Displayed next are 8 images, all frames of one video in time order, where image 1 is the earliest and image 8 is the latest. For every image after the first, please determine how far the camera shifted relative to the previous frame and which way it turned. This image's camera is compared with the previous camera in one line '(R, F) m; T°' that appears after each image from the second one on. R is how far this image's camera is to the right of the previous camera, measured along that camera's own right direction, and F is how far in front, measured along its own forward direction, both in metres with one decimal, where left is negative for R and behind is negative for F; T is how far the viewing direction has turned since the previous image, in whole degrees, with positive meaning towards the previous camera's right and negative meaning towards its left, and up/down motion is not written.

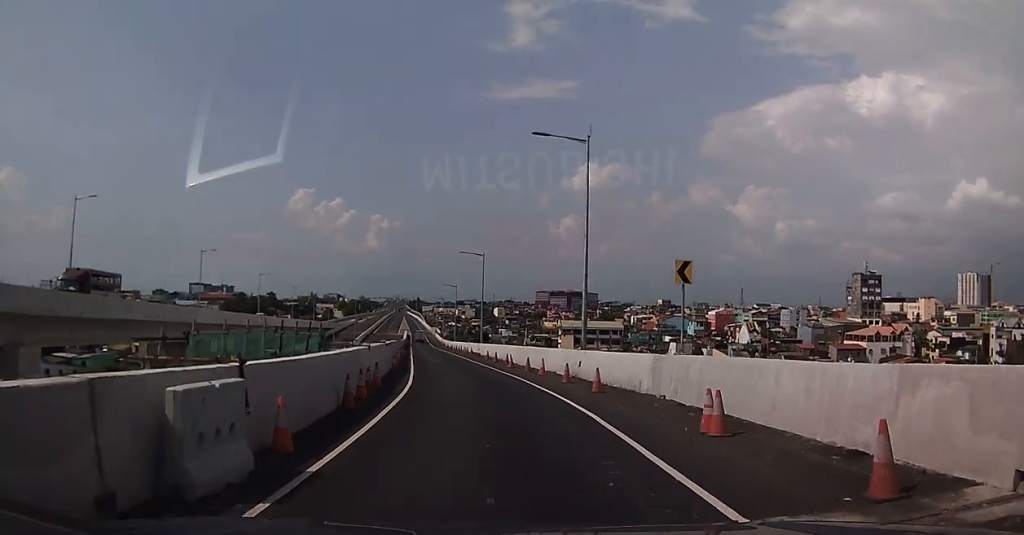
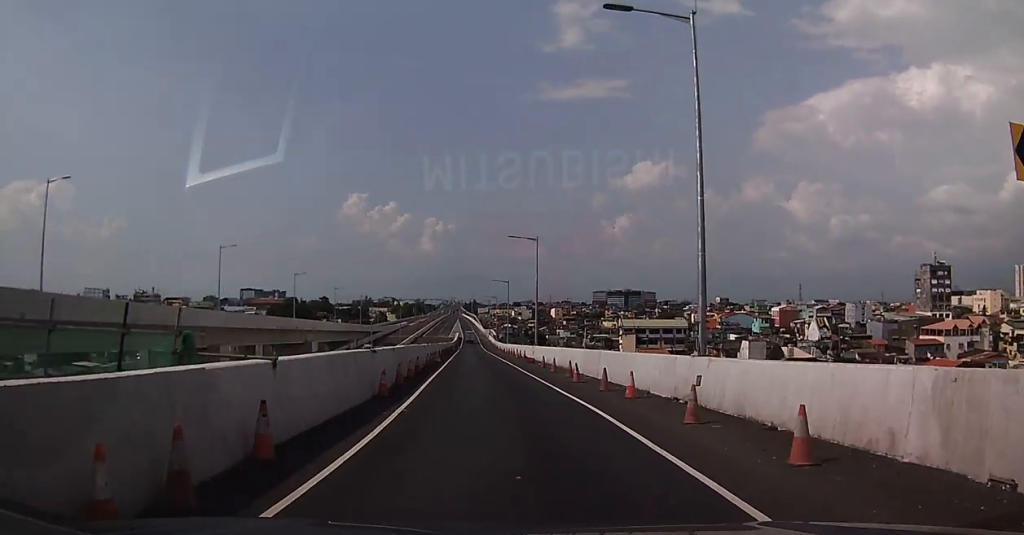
(-0.2, +11.4) m; -4°
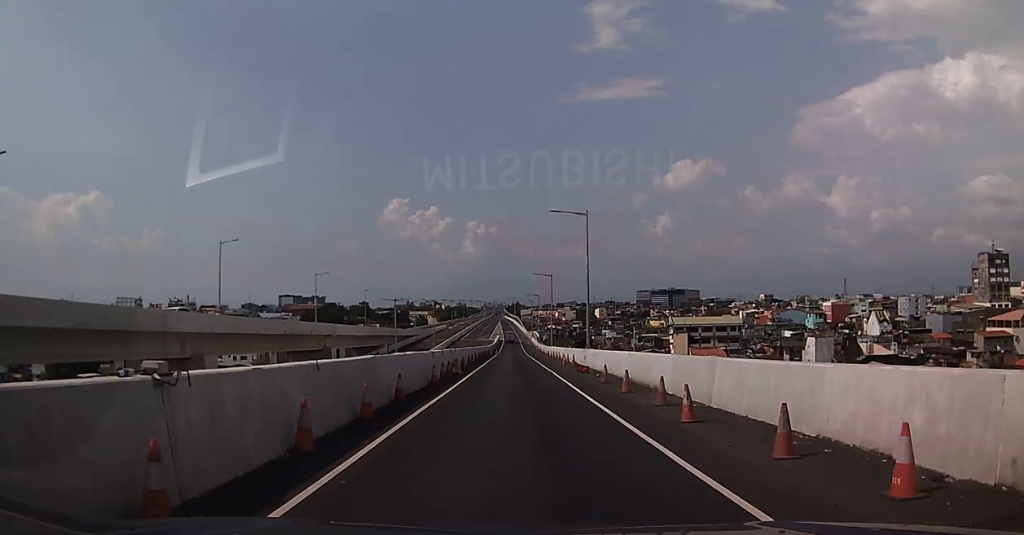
(-0.6, +11.5) m; -6°
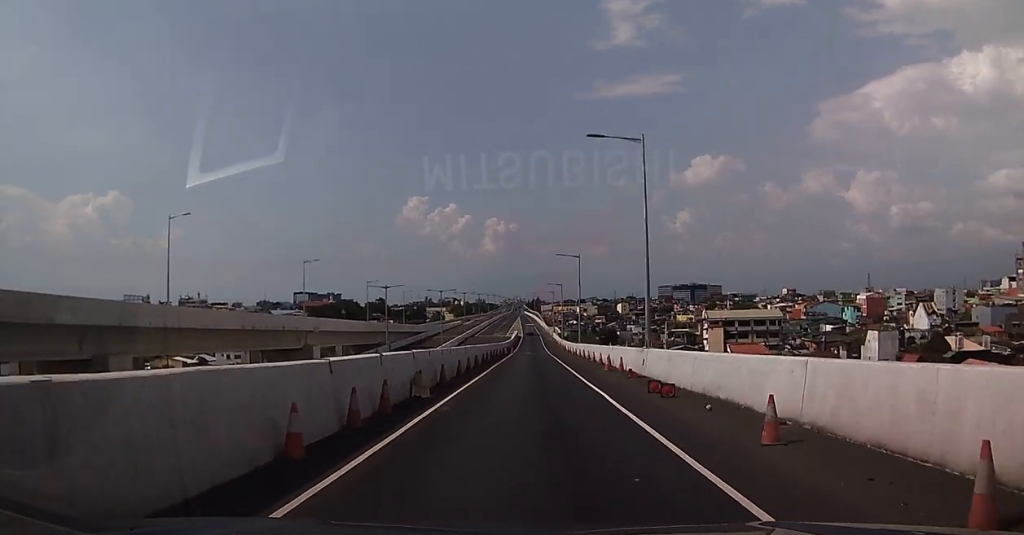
(-1.1, +15.2) m; -6°
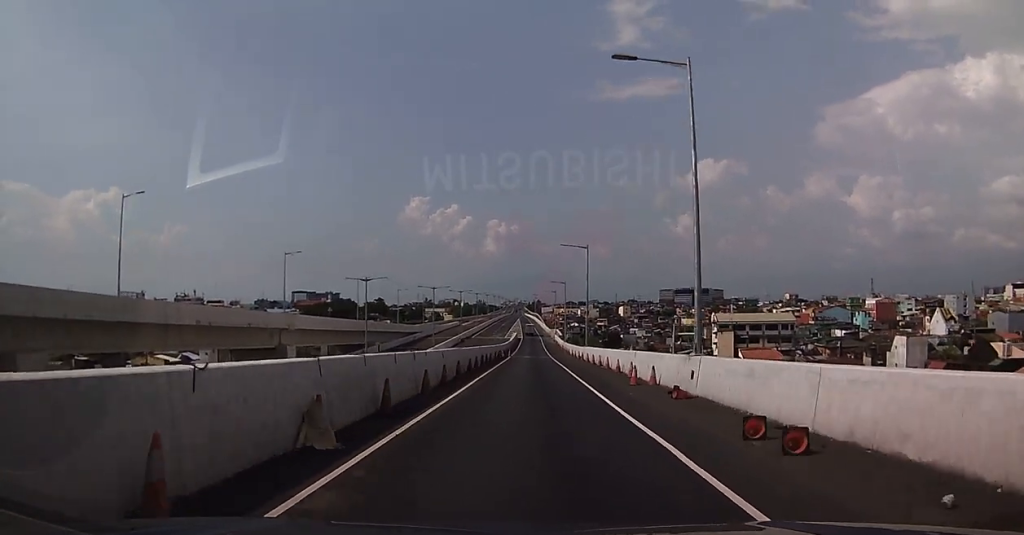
(-0.2, +8.0) m; -1°
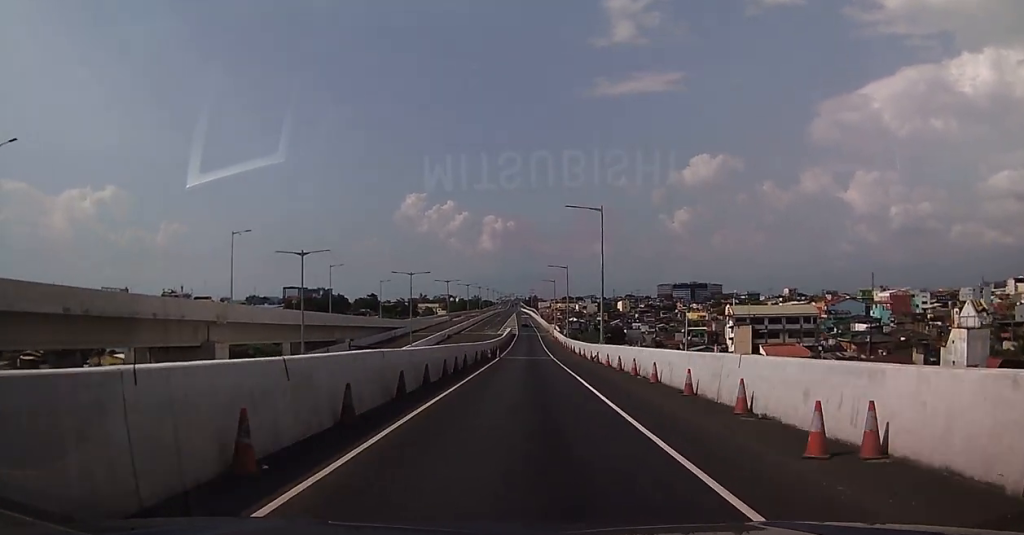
(0.0, +15.0) m; +1°
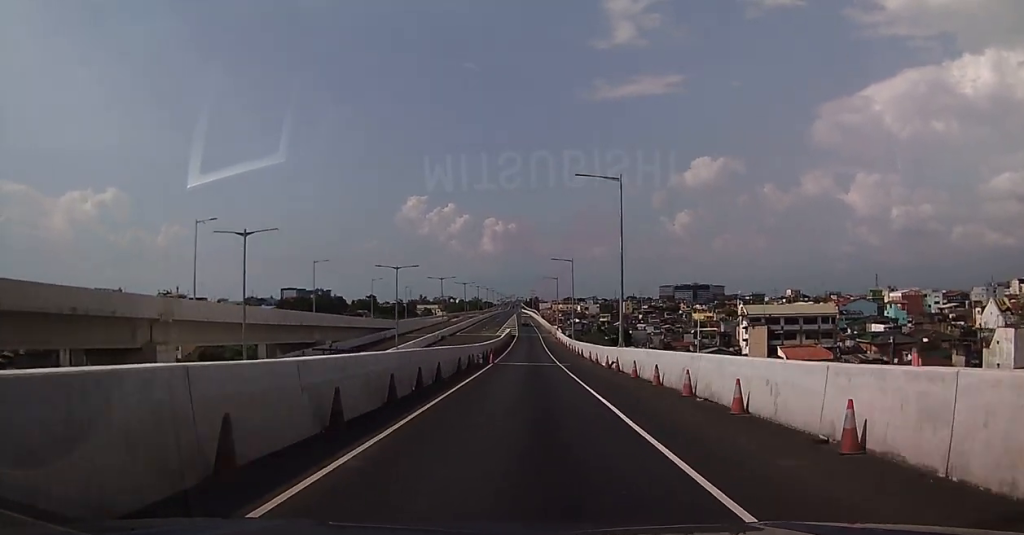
(+0.3, +8.7) m; 0°
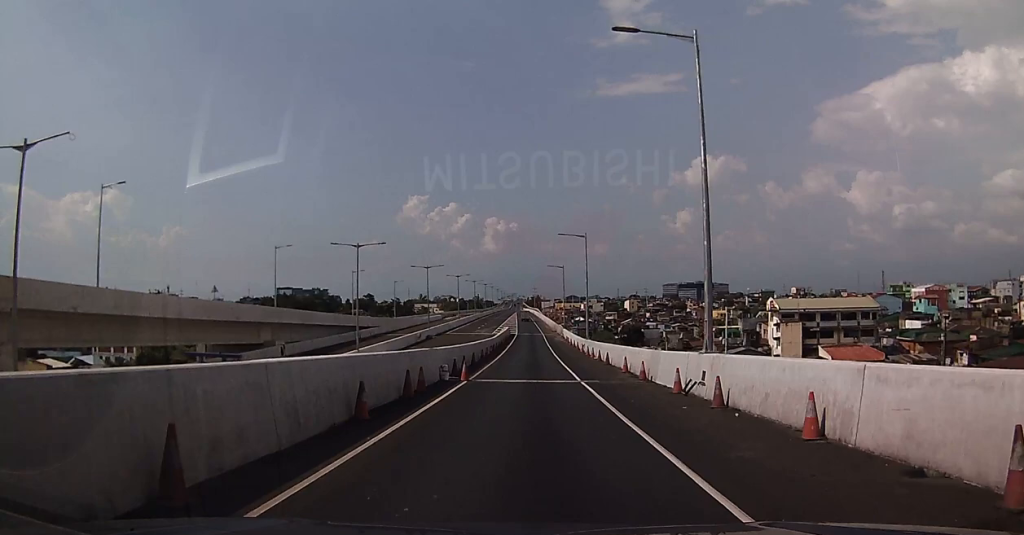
(-0.6, +16.7) m; -4°
